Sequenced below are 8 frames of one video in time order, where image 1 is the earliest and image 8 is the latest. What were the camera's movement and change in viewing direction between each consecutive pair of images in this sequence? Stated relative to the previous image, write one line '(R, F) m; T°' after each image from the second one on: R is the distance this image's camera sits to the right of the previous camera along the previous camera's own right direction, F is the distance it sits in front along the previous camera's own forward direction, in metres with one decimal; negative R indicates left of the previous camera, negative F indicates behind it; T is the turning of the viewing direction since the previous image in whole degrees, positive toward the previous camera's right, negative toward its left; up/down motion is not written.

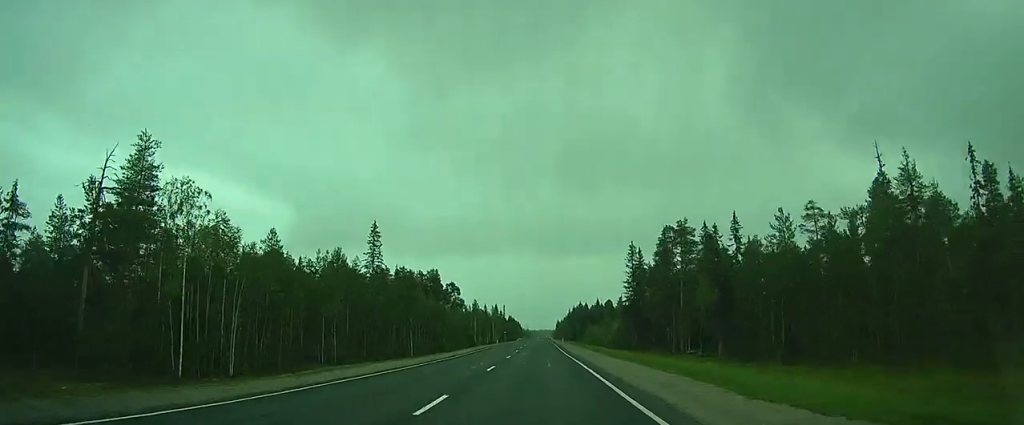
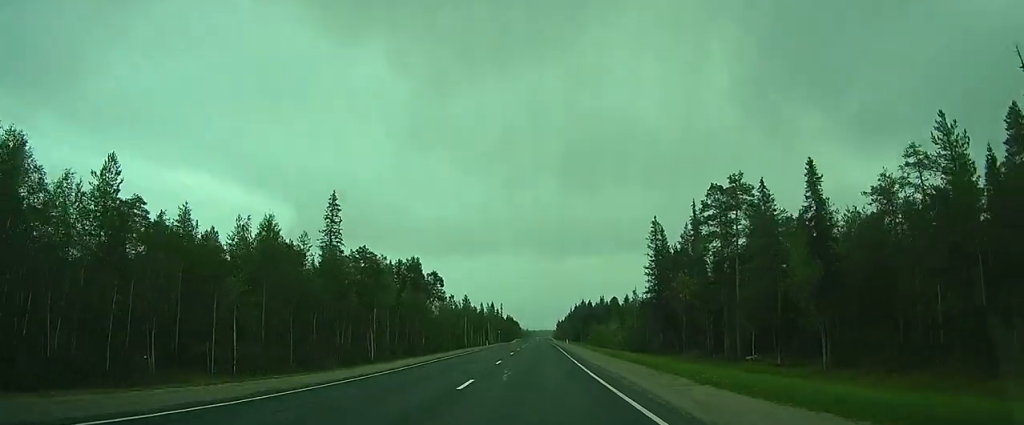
(0.0, +19.0) m; 0°
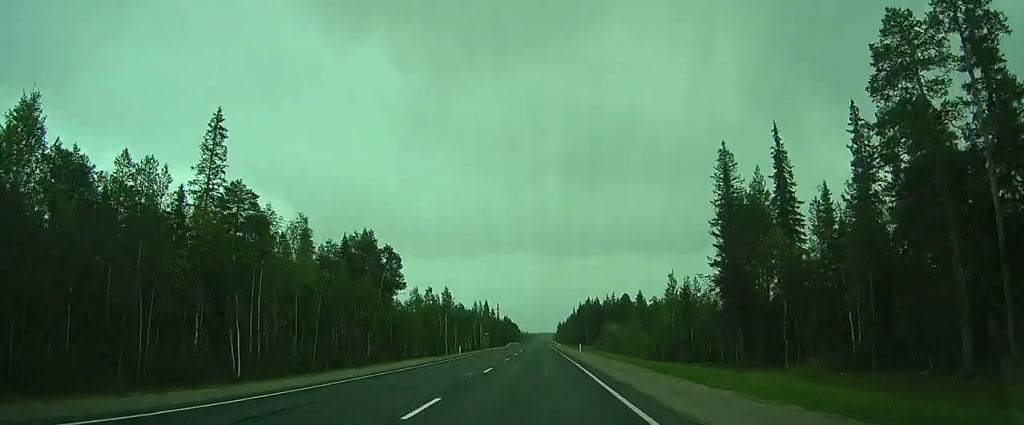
(0.0, +29.2) m; 0°
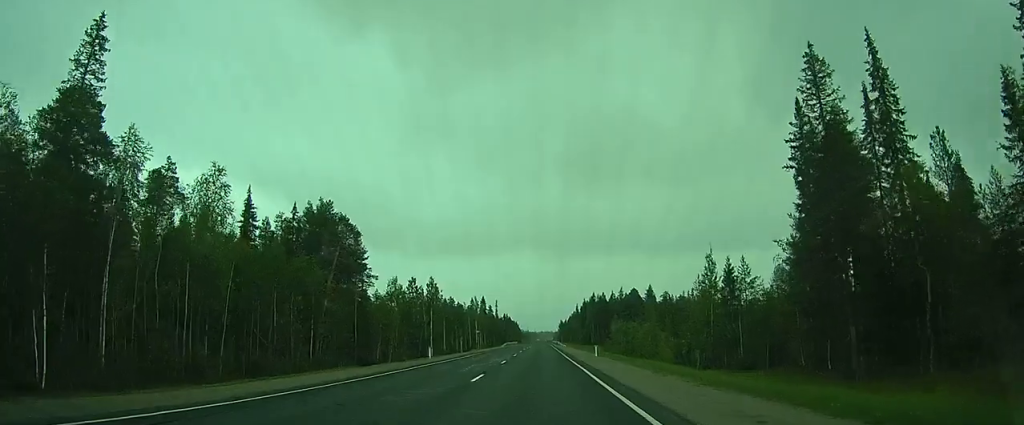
(0.0, +16.2) m; 0°
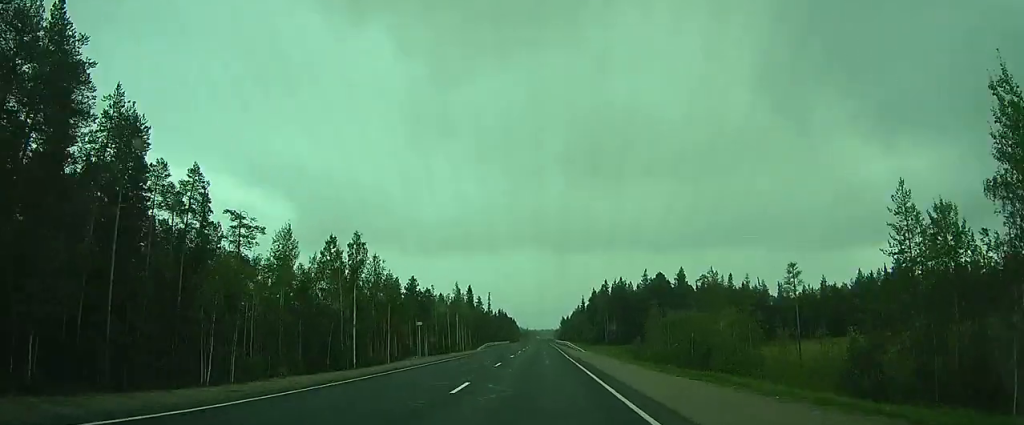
(-0.2, +40.2) m; 0°
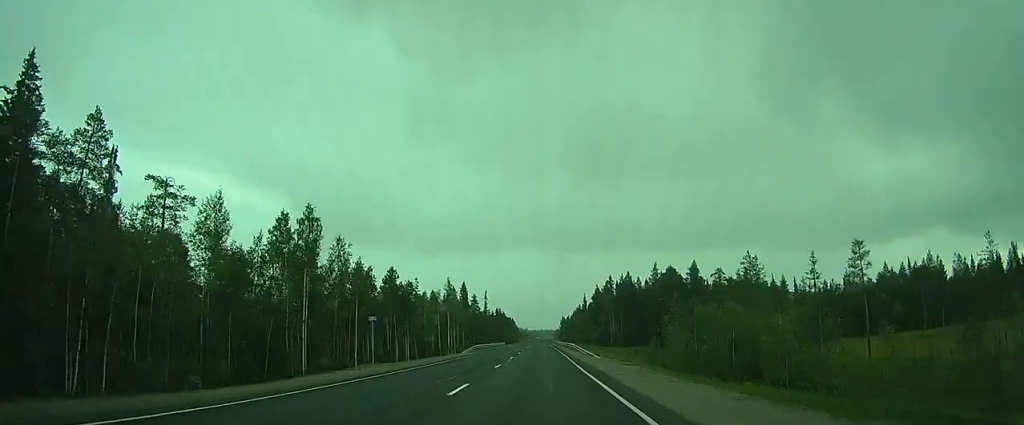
(+0.1, +12.3) m; 0°
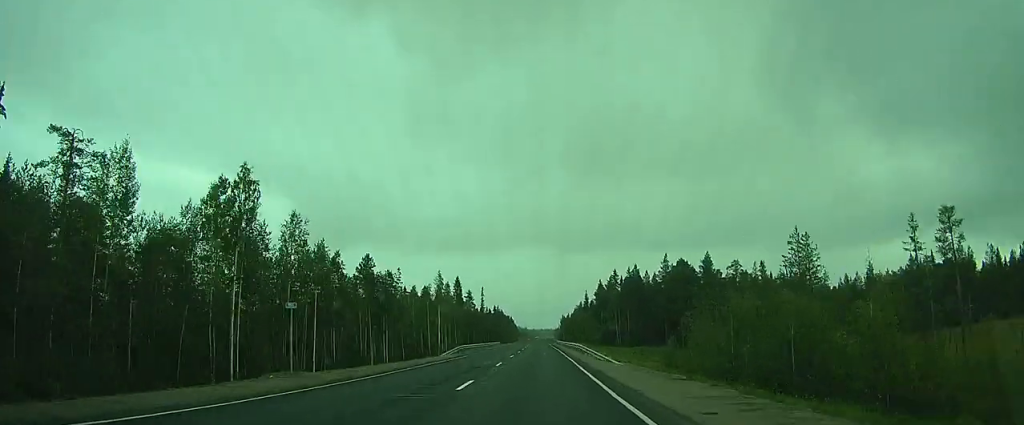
(0.0, +10.8) m; 0°
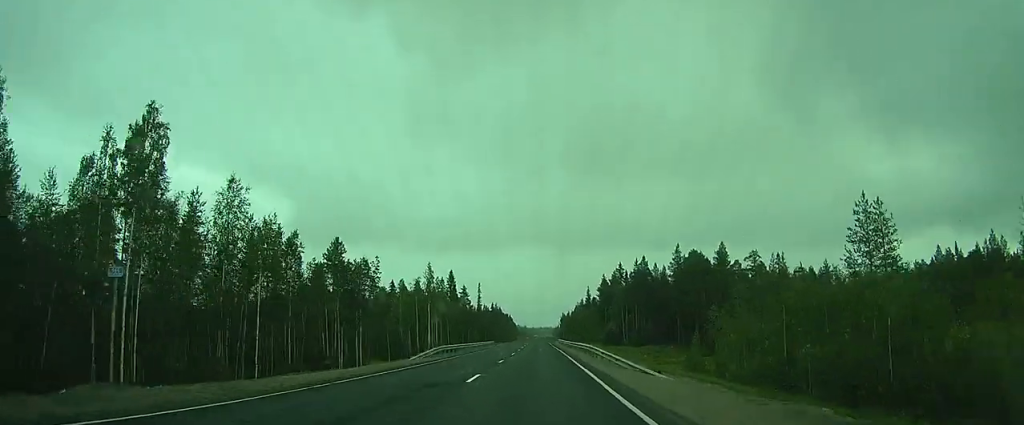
(+0.1, +10.0) m; 0°
